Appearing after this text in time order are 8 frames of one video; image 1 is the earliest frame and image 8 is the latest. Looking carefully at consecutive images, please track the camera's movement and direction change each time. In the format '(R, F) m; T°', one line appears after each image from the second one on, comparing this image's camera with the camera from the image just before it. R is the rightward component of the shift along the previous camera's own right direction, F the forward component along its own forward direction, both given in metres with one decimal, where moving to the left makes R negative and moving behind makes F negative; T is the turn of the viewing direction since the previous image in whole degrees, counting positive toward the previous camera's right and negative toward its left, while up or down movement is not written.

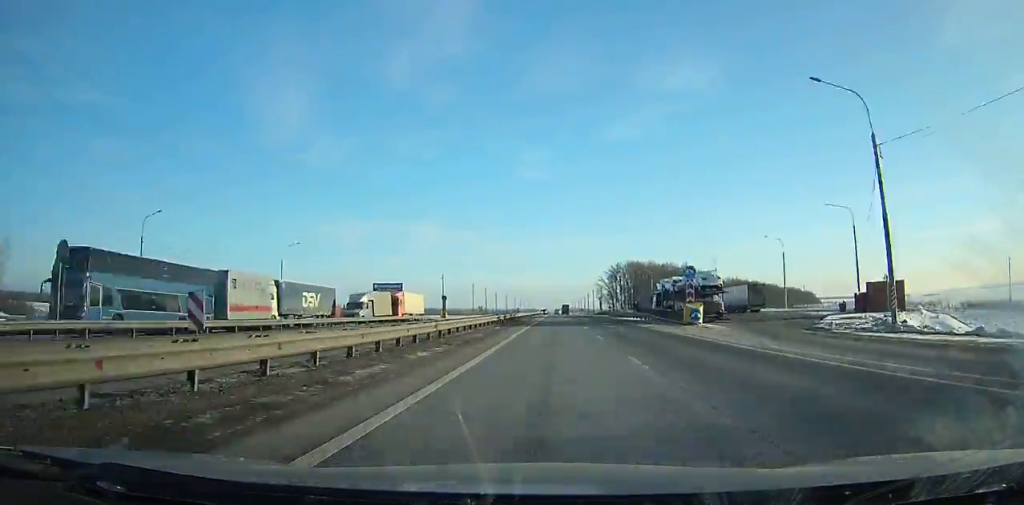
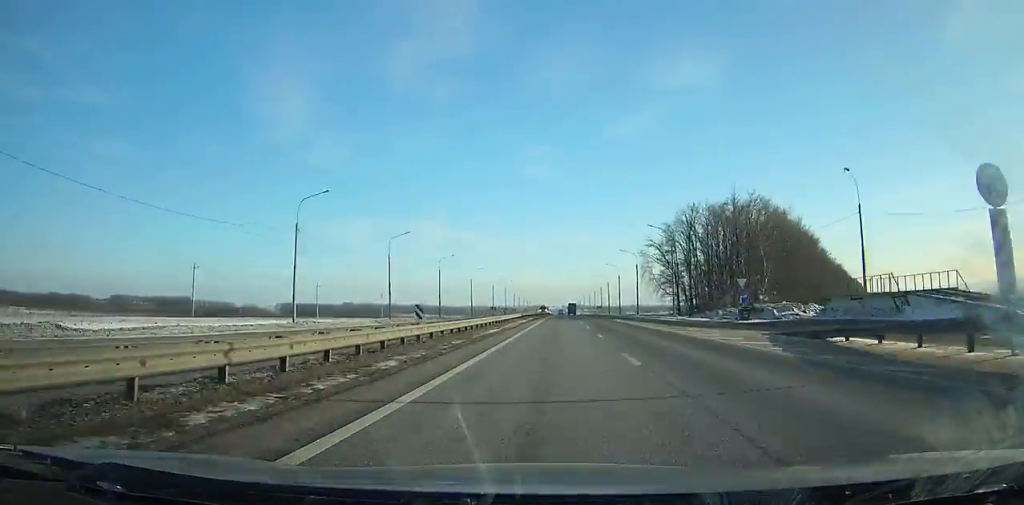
(-0.2, +106.2) m; 0°
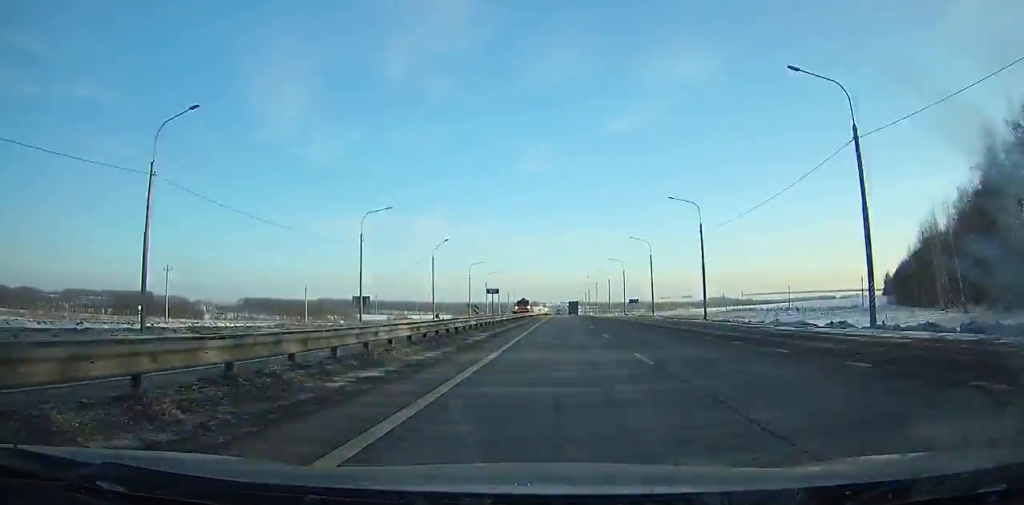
(-0.1, +107.3) m; 0°
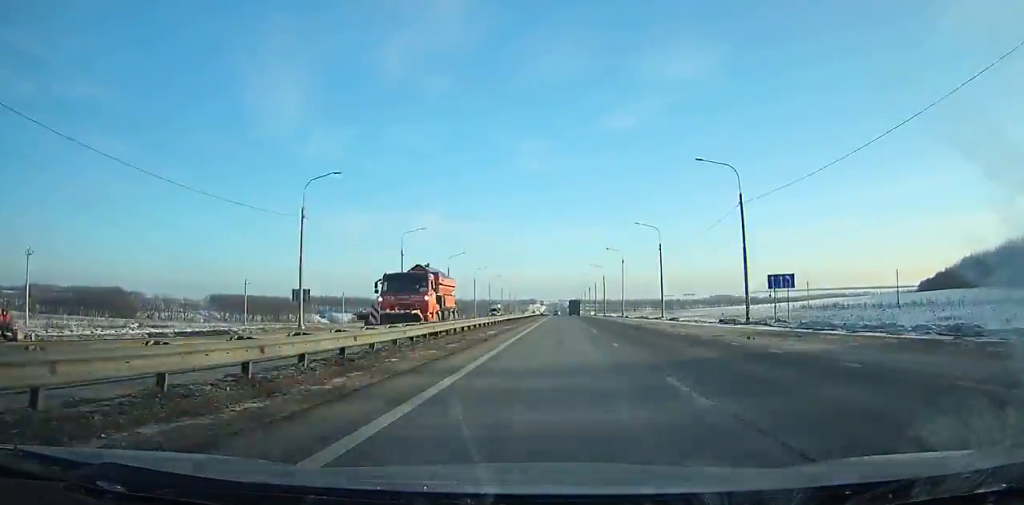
(+0.1, +76.8) m; 0°
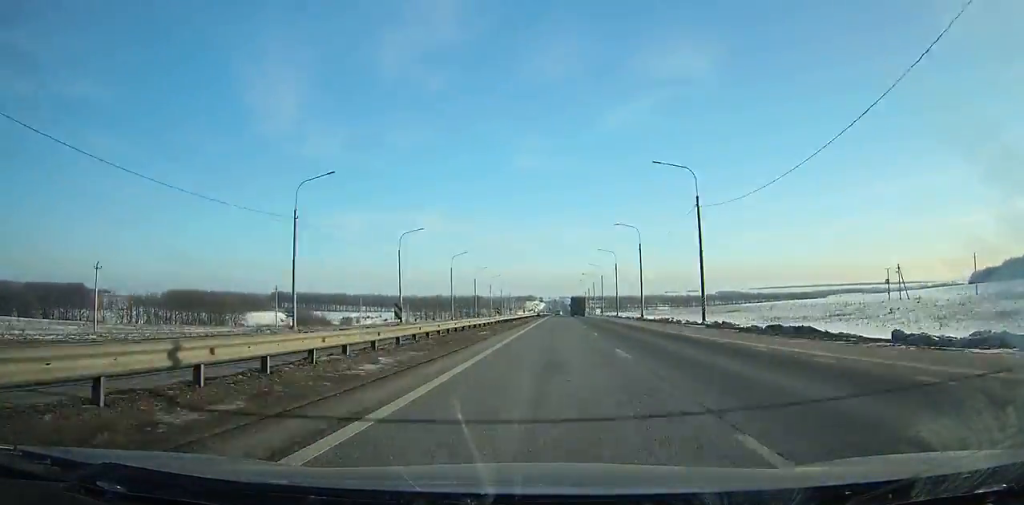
(0.0, +88.2) m; 0°
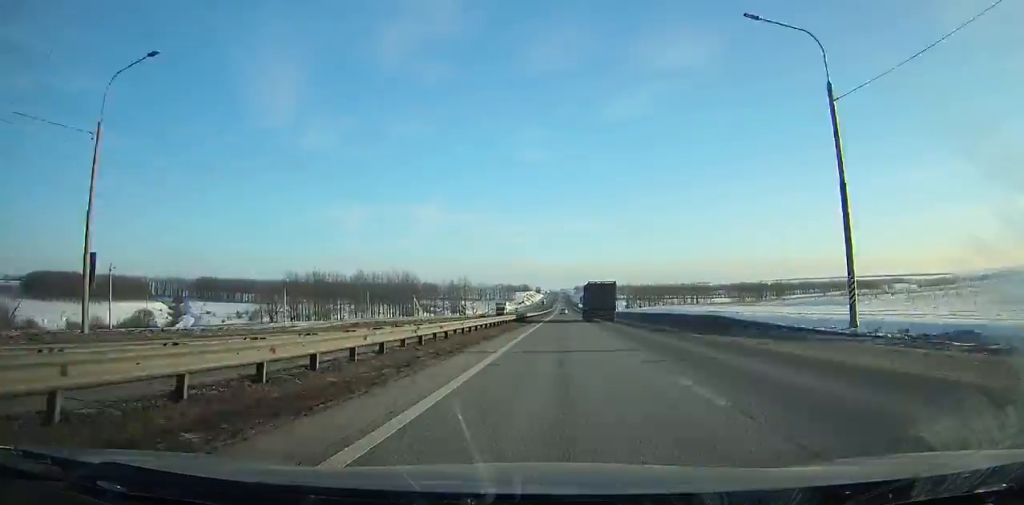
(+0.1, +198.2) m; 0°
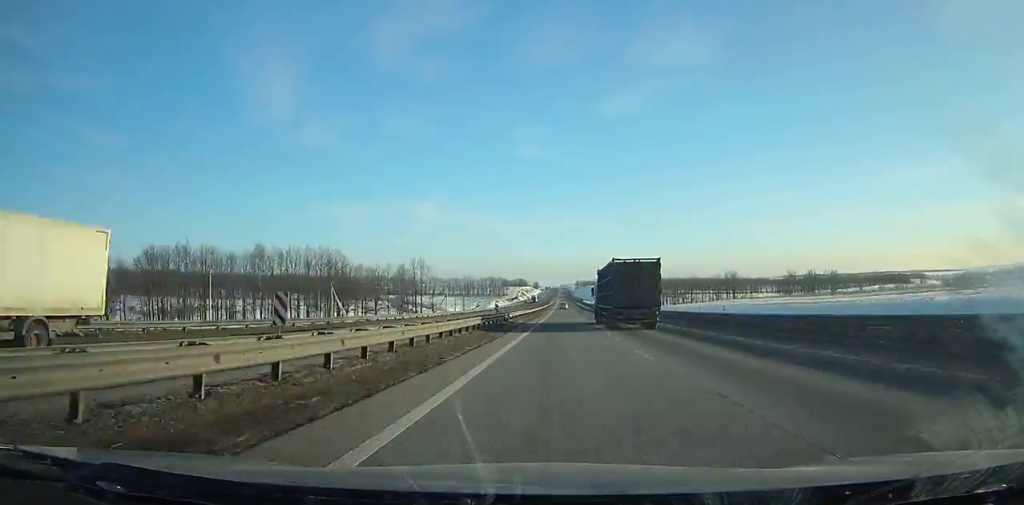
(0.0, +76.9) m; 0°
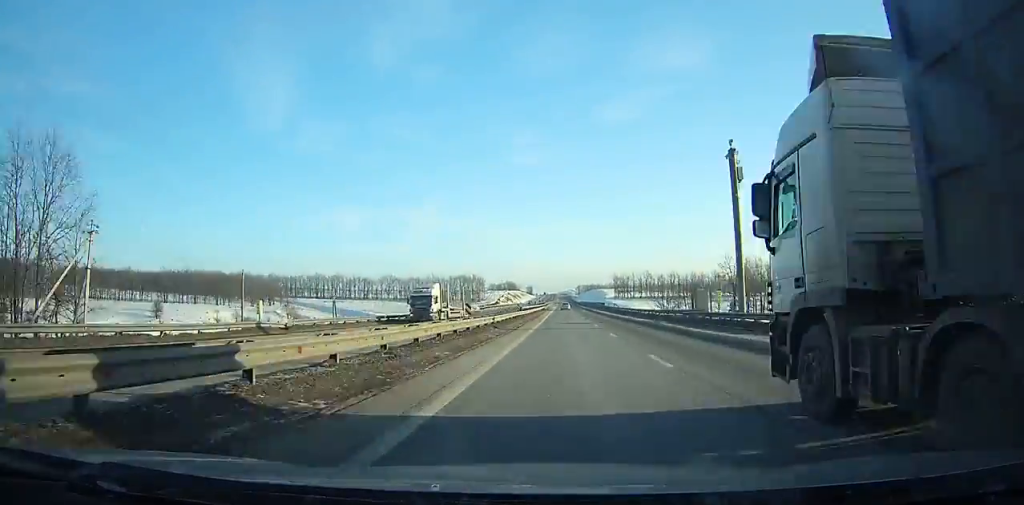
(+0.1, +131.5) m; +1°
